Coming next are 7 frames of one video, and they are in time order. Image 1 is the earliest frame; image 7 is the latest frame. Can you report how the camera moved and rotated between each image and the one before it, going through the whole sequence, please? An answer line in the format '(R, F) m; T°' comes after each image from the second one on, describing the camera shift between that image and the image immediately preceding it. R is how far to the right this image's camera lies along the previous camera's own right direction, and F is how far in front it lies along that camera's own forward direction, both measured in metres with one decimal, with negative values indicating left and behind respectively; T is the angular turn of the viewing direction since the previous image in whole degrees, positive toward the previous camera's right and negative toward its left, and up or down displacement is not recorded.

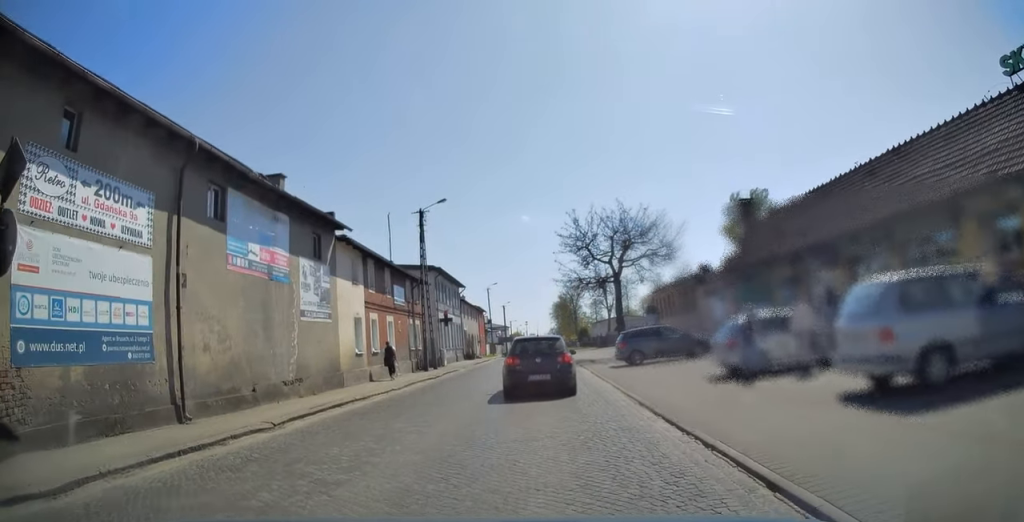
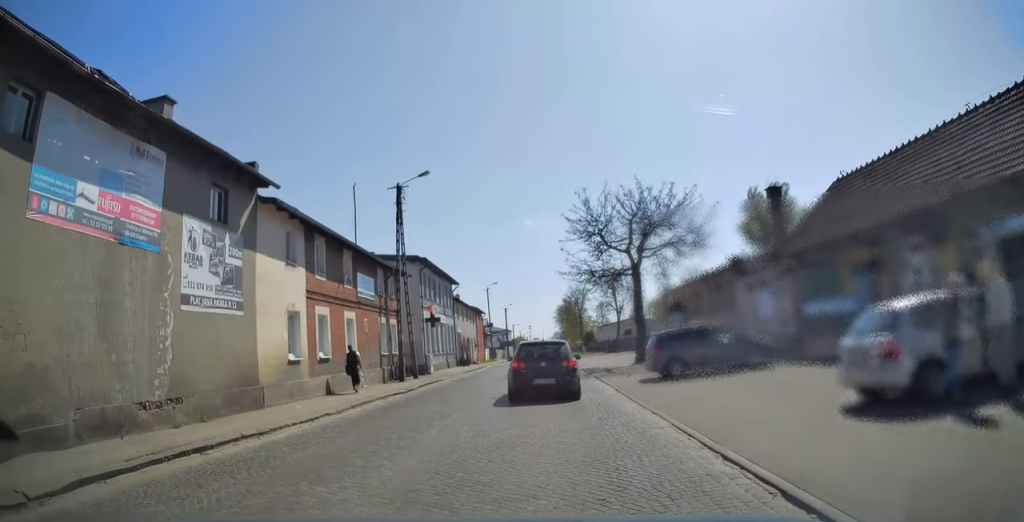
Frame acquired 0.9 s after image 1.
(0.0, +6.9) m; 0°
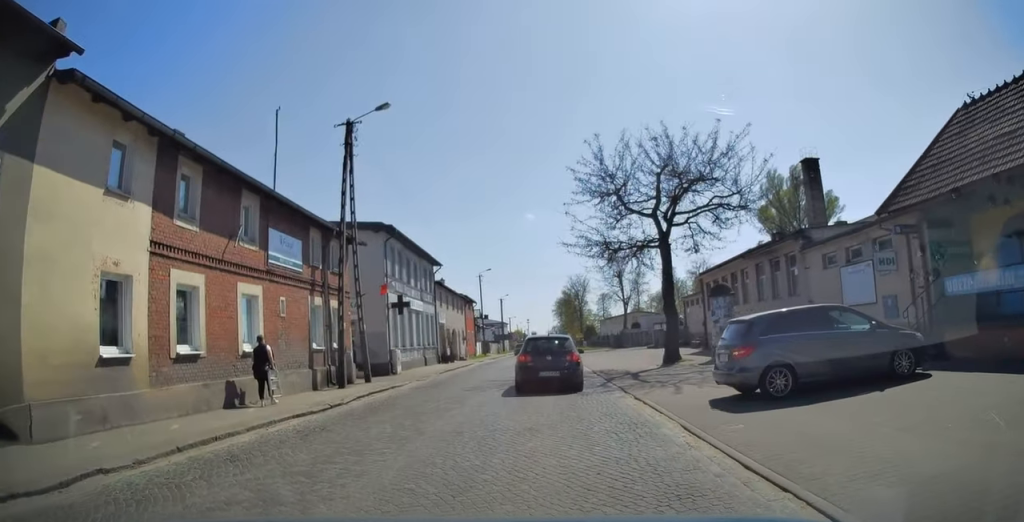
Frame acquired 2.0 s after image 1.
(0.0, +8.4) m; +1°
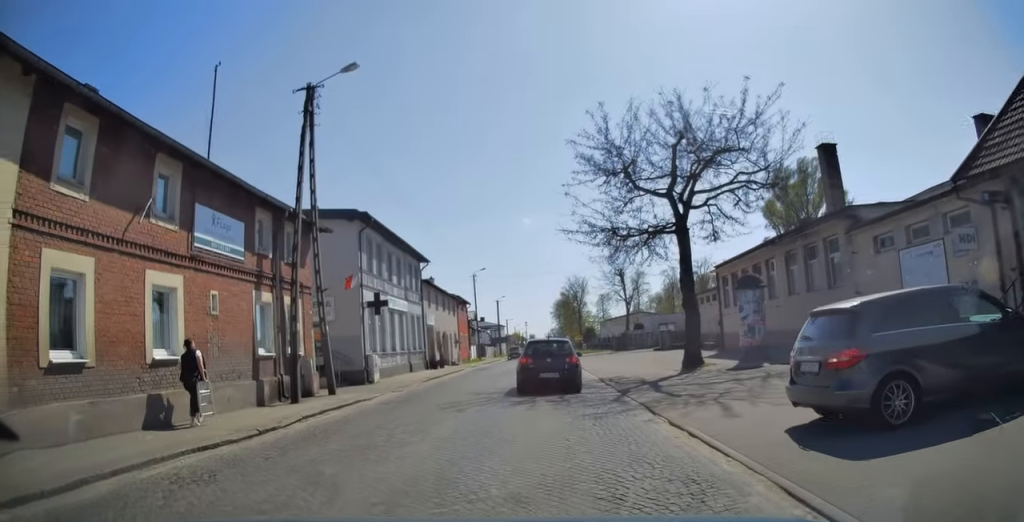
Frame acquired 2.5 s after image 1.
(0.0, +3.9) m; 0°
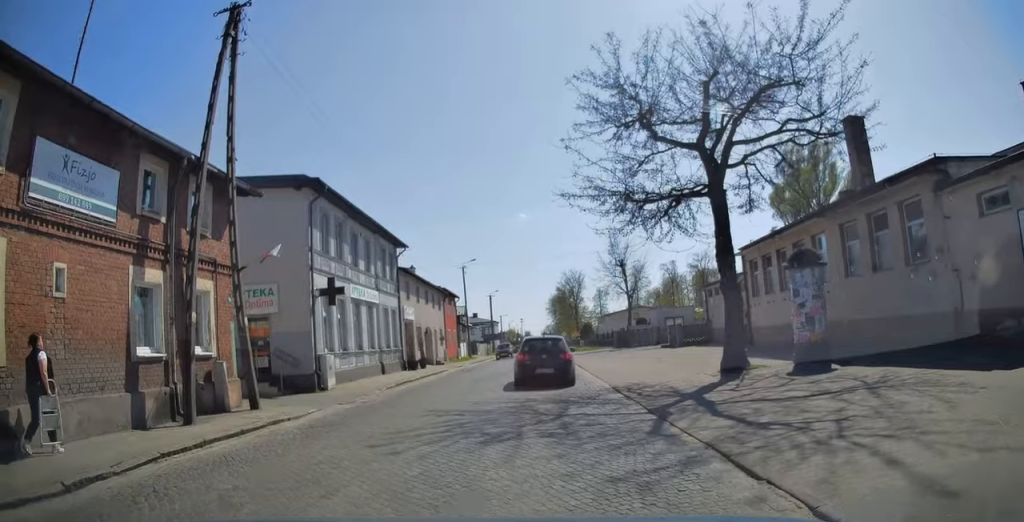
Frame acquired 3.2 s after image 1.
(+0.1, +5.4) m; 0°
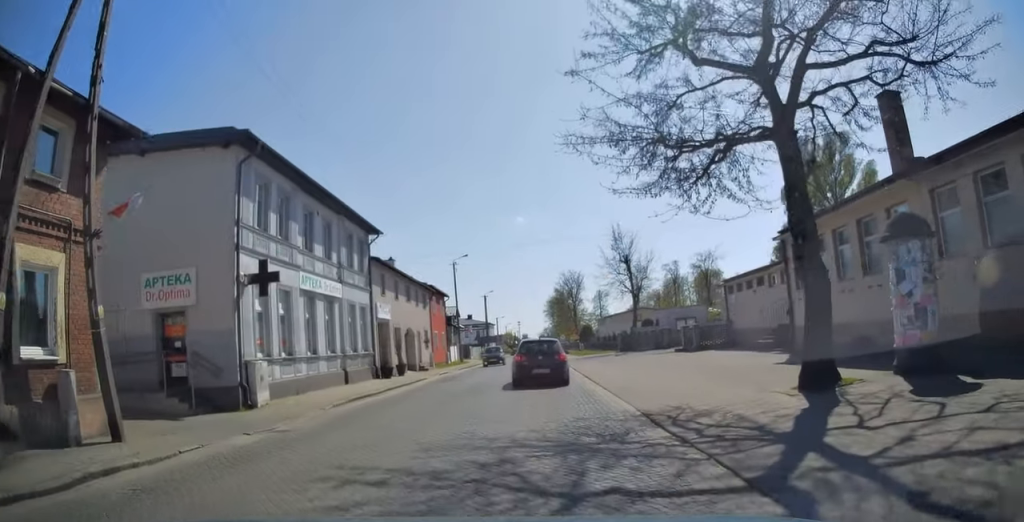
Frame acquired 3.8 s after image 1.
(0.0, +5.5) m; 0°
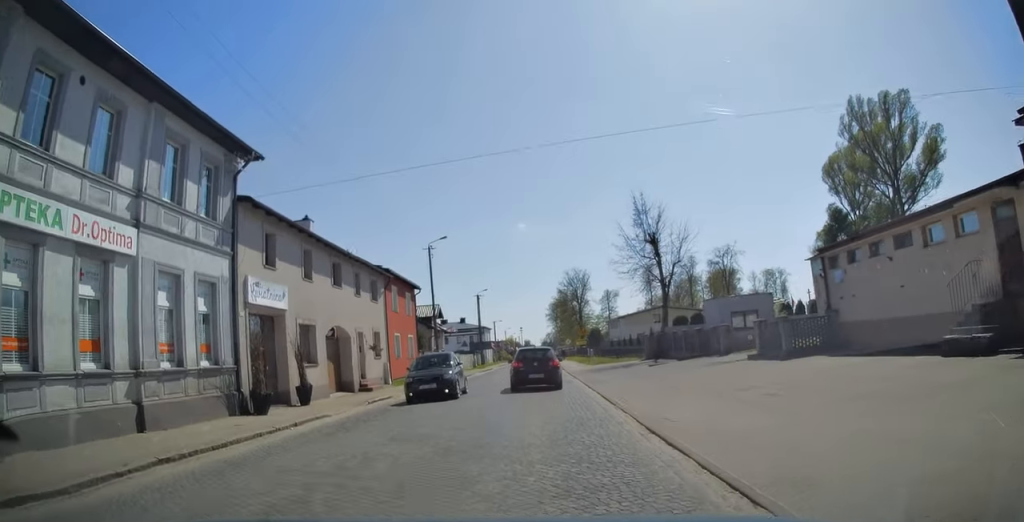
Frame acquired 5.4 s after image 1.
(-0.1, +14.0) m; -1°
